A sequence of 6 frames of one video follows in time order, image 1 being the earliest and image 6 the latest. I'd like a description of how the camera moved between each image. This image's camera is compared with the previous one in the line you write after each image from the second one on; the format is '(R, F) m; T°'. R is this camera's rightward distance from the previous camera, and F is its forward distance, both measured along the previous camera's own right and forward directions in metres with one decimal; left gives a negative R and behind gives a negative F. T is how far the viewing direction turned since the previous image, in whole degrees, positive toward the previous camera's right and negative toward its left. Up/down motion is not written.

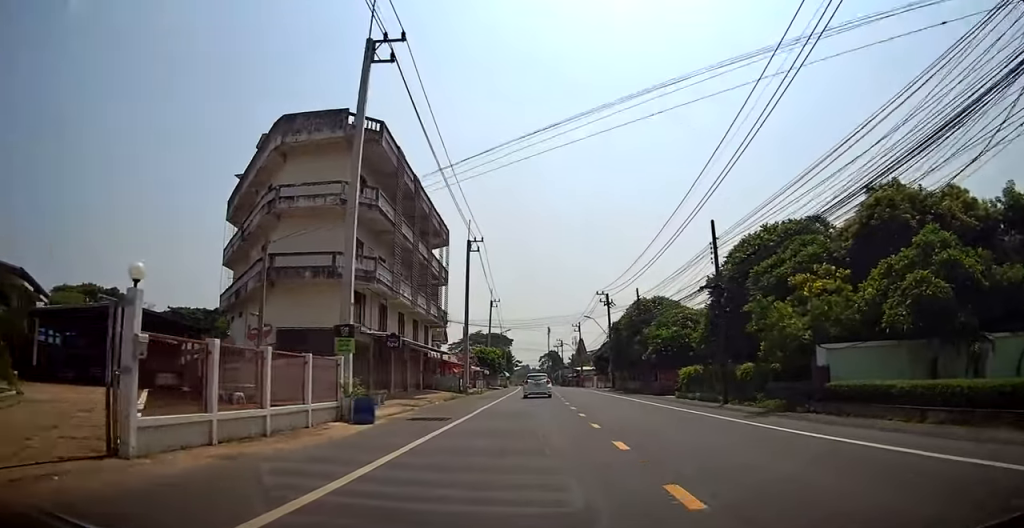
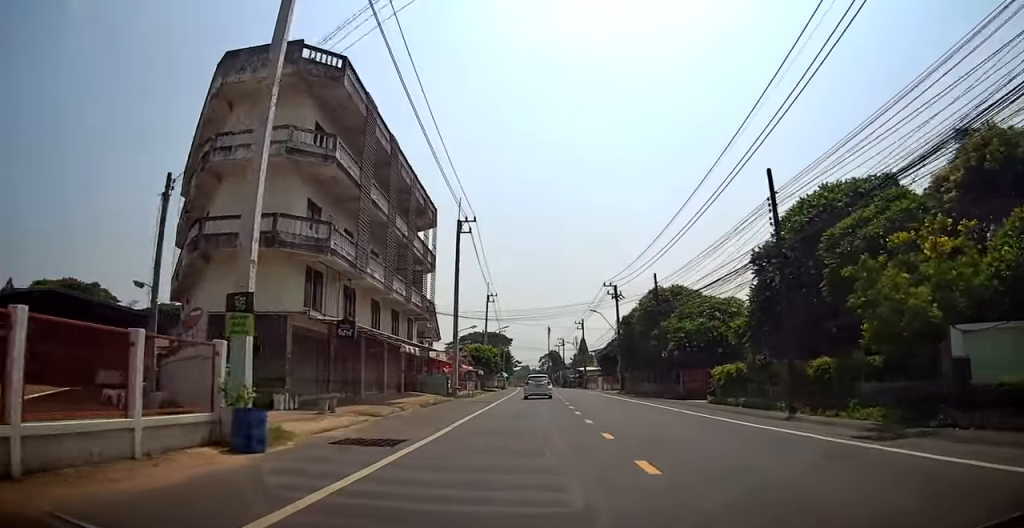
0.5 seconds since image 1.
(+0.1, +6.0) m; 0°
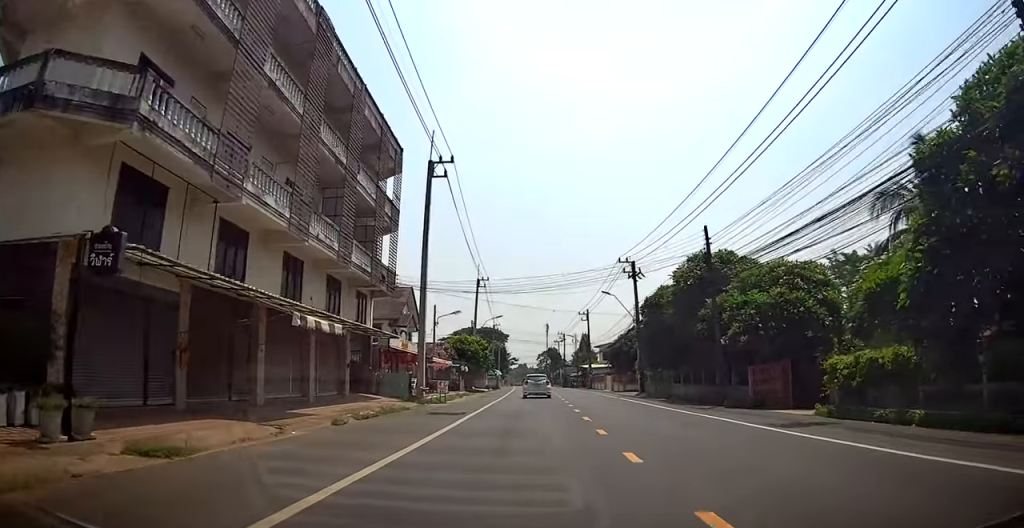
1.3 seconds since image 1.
(-0.4, +10.5) m; 0°
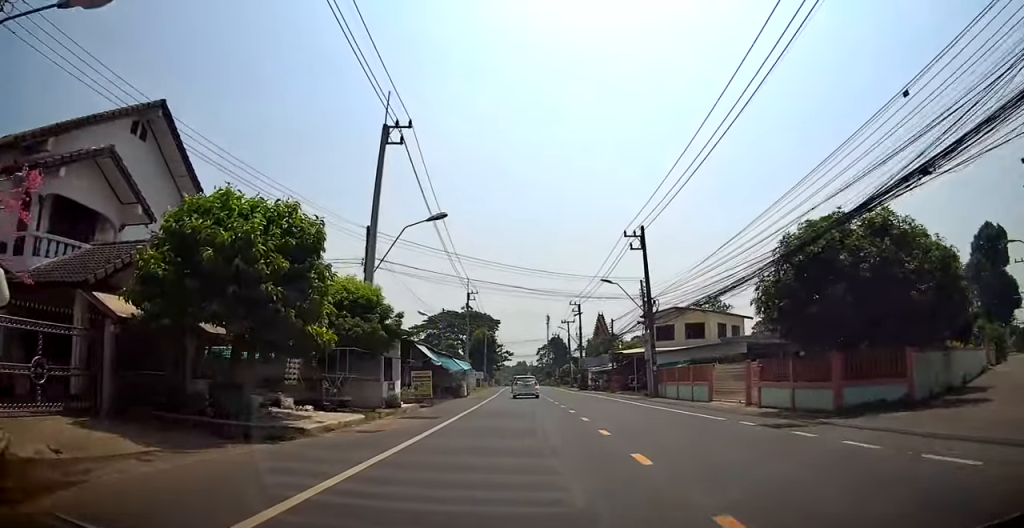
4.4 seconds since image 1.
(+1.1, +40.3) m; -3°
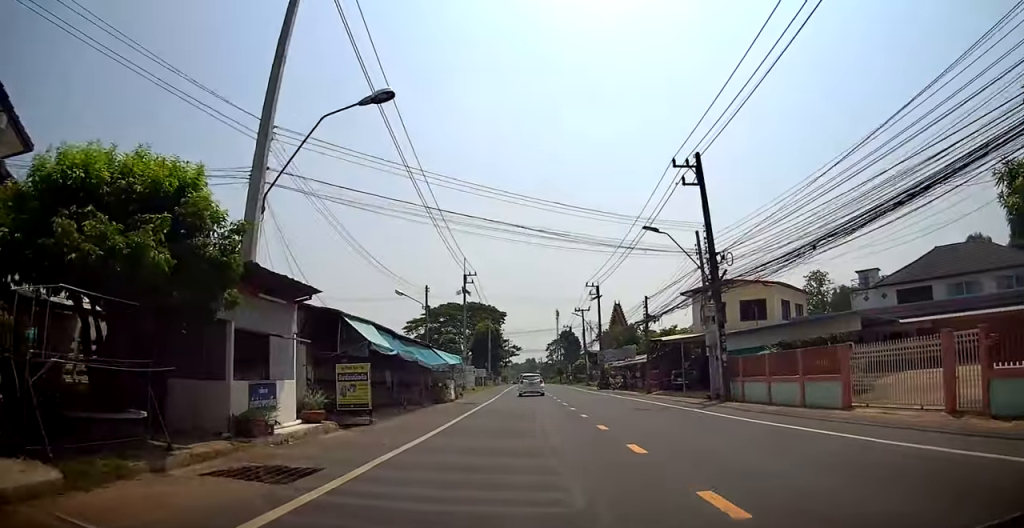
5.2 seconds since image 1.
(-0.6, +11.3) m; -1°
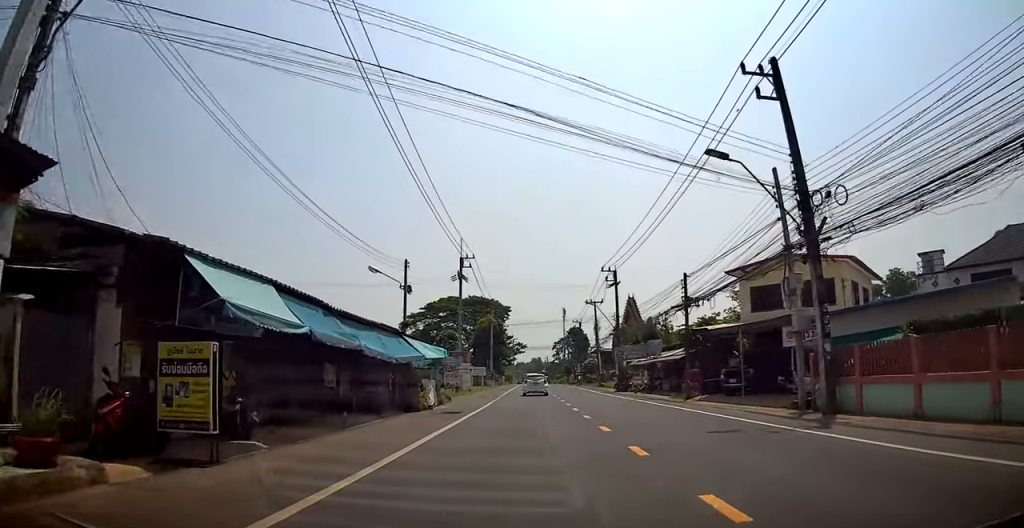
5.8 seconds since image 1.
(+0.3, +8.0) m; +1°
